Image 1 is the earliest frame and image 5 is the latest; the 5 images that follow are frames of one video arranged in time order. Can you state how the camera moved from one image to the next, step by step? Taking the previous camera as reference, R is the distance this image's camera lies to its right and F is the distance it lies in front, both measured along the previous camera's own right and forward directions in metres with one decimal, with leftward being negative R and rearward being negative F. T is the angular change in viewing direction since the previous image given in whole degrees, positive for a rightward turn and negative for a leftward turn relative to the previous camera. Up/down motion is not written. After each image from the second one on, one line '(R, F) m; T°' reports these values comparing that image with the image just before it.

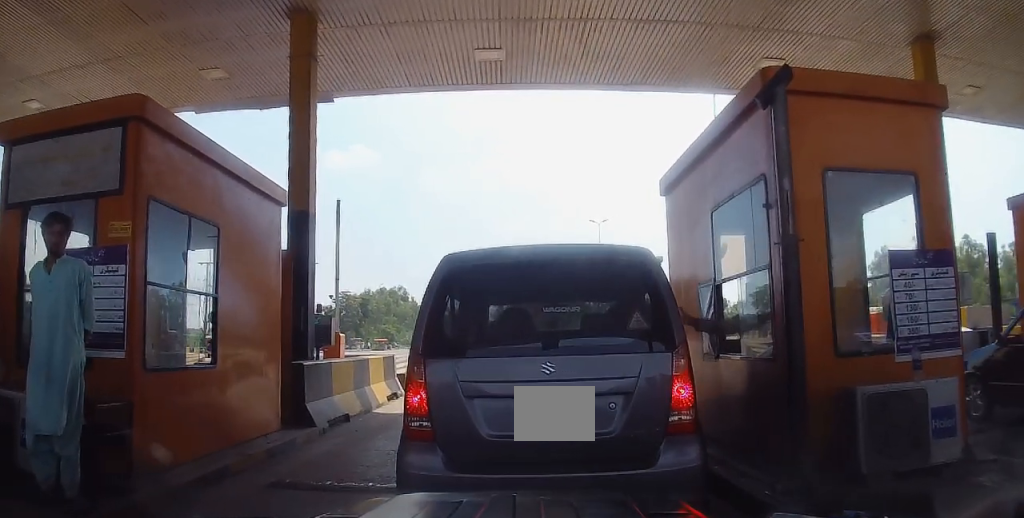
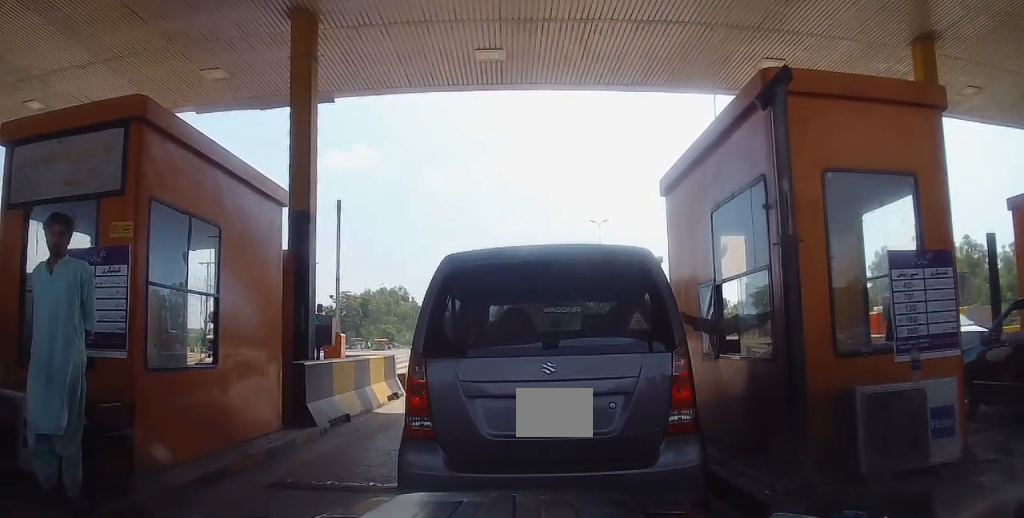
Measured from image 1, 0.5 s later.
(0.0, 0.0) m; 0°
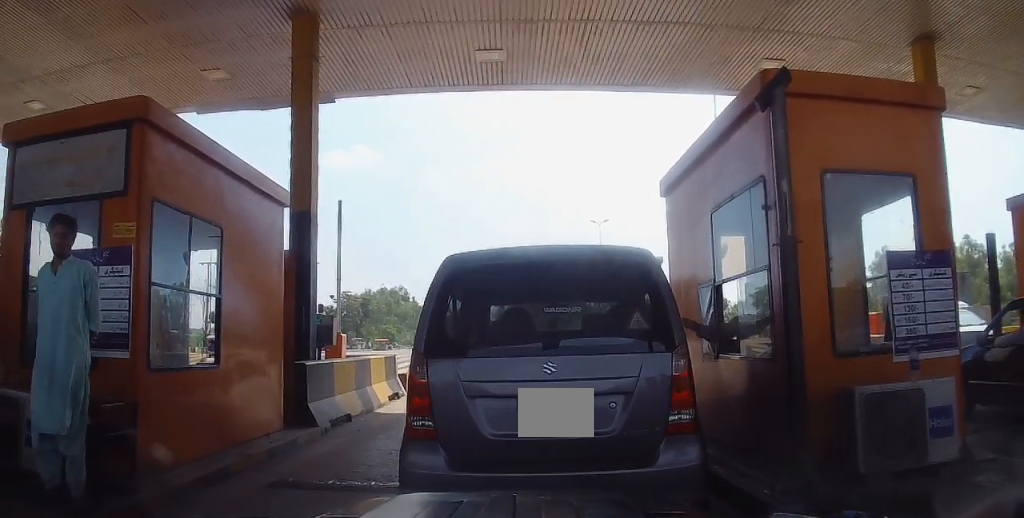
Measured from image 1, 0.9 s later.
(0.0, 0.0) m; 0°
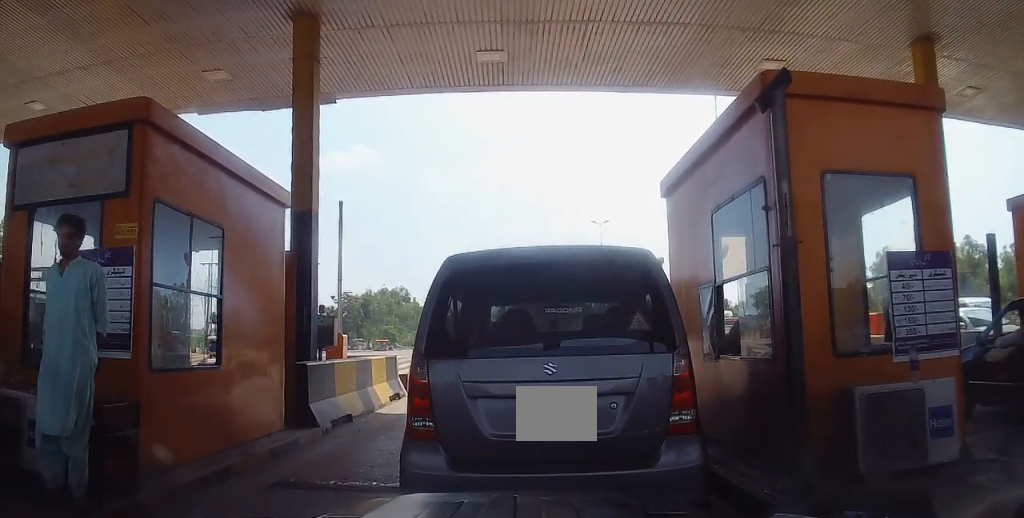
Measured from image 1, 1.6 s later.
(0.0, 0.0) m; 0°
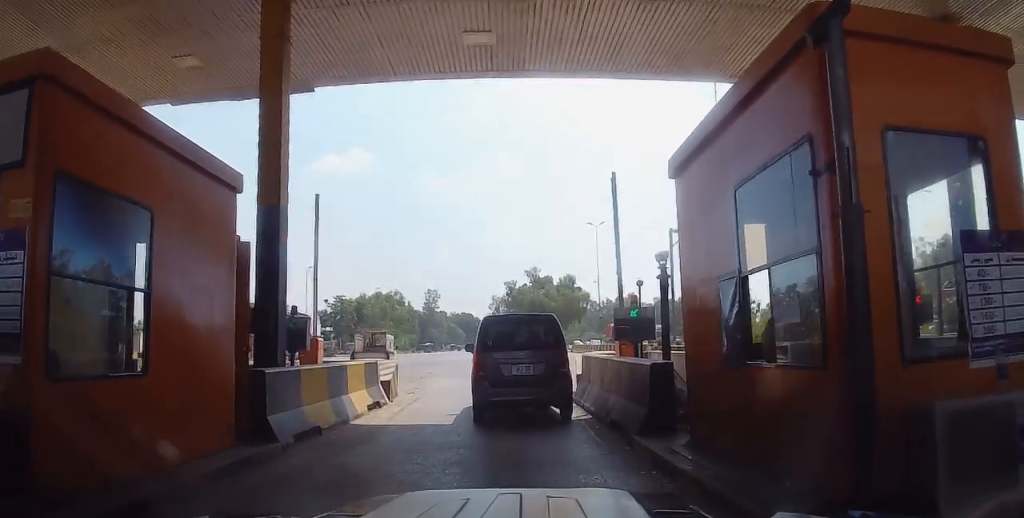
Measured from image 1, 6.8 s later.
(-0.4, +1.3) m; 0°
